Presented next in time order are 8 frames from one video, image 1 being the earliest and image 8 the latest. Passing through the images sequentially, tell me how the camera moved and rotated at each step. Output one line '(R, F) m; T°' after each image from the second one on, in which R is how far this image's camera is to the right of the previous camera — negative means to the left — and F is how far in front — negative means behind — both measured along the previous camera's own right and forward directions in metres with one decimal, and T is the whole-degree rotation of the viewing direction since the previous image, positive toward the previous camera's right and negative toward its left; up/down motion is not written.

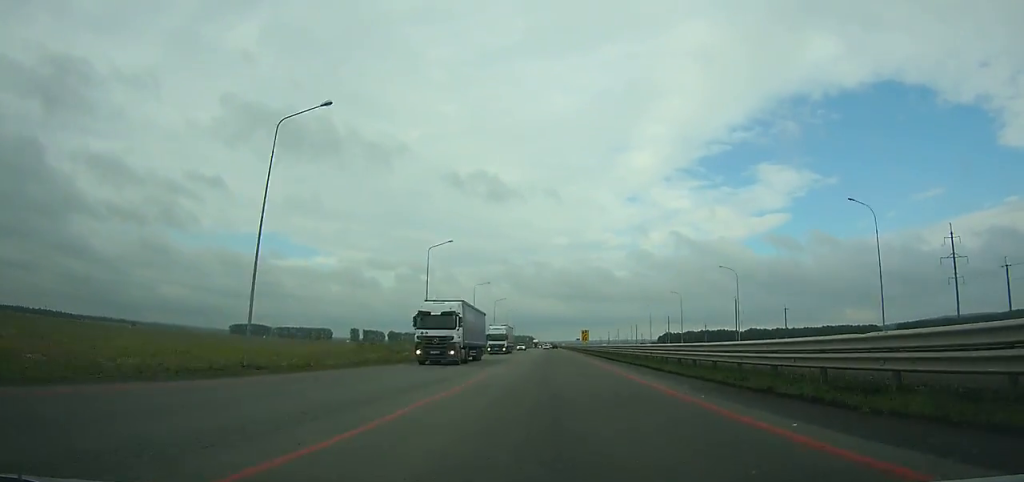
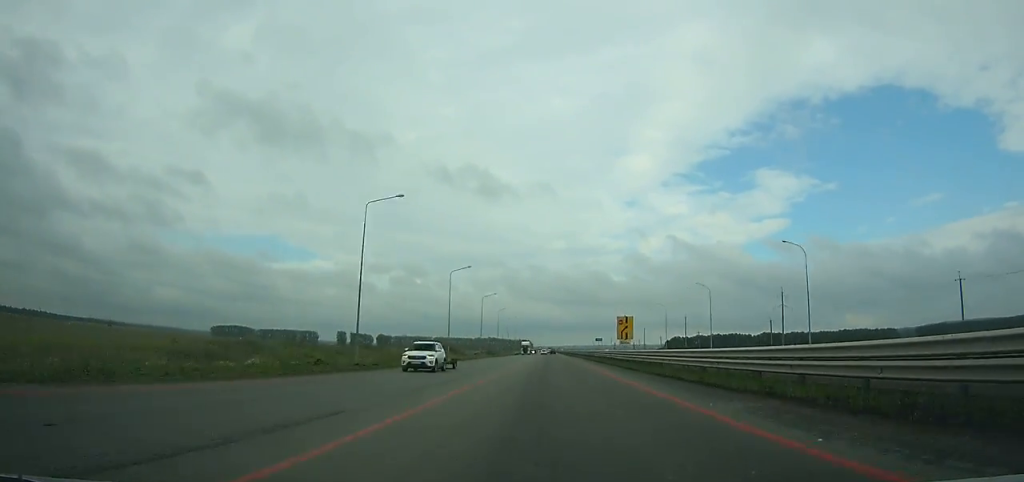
(-0.6, +56.2) m; 0°
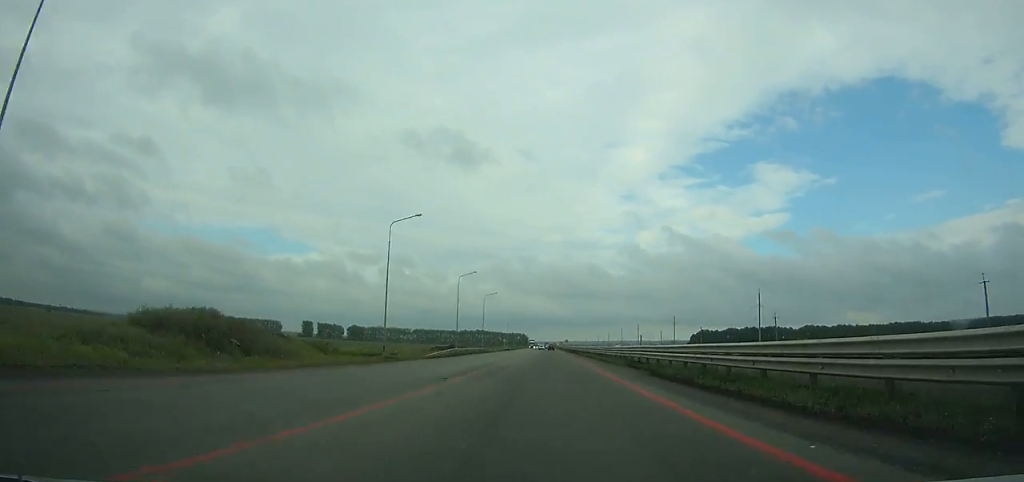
(+1.2, +131.5) m; +1°
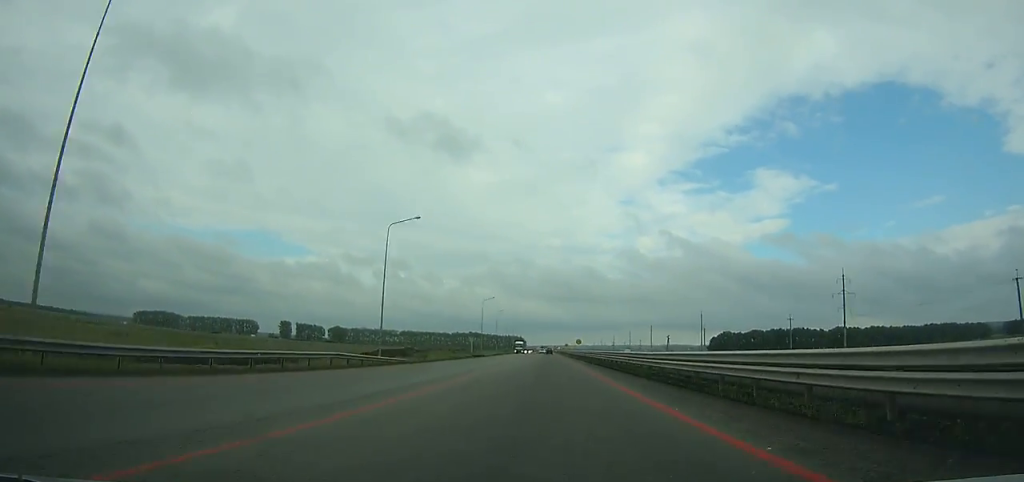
(0.0, +67.9) m; 0°
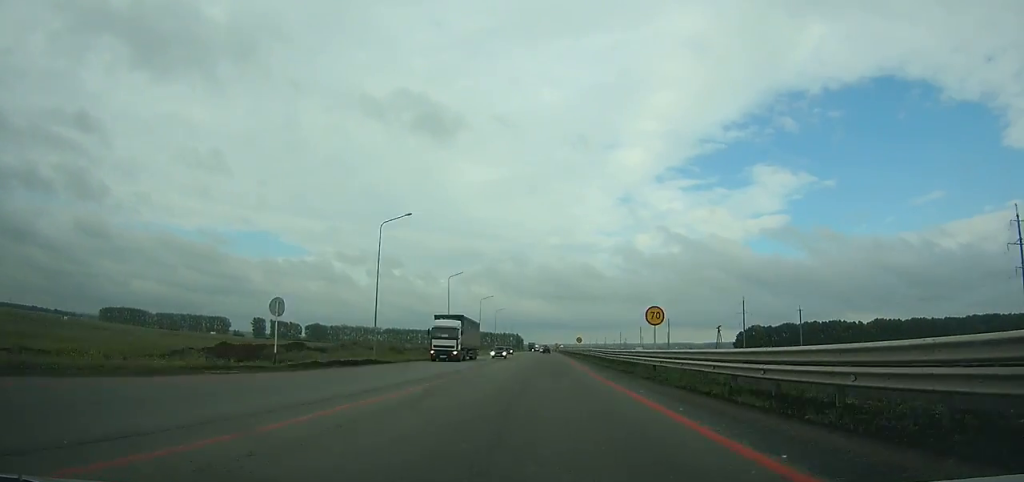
(0.0, +69.8) m; 0°
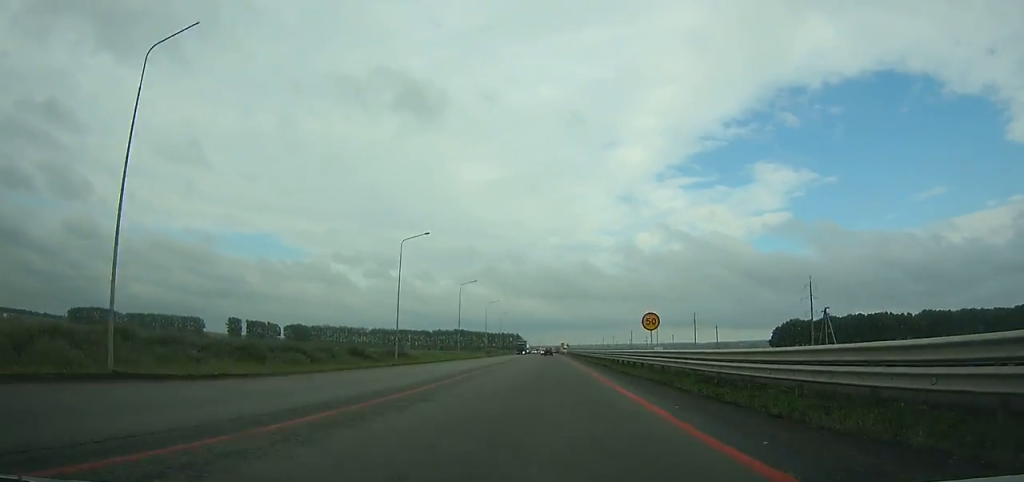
(-0.1, +60.7) m; 0°
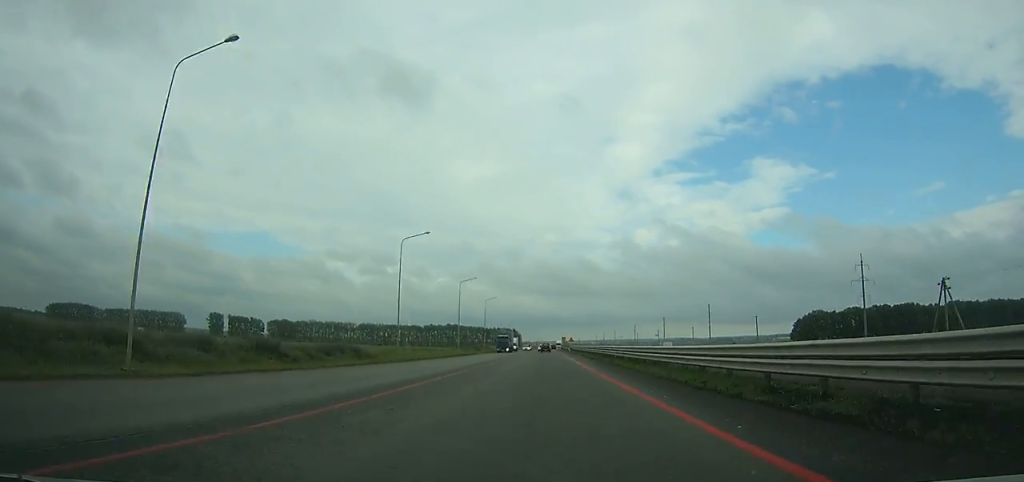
(+0.1, +31.3) m; 0°
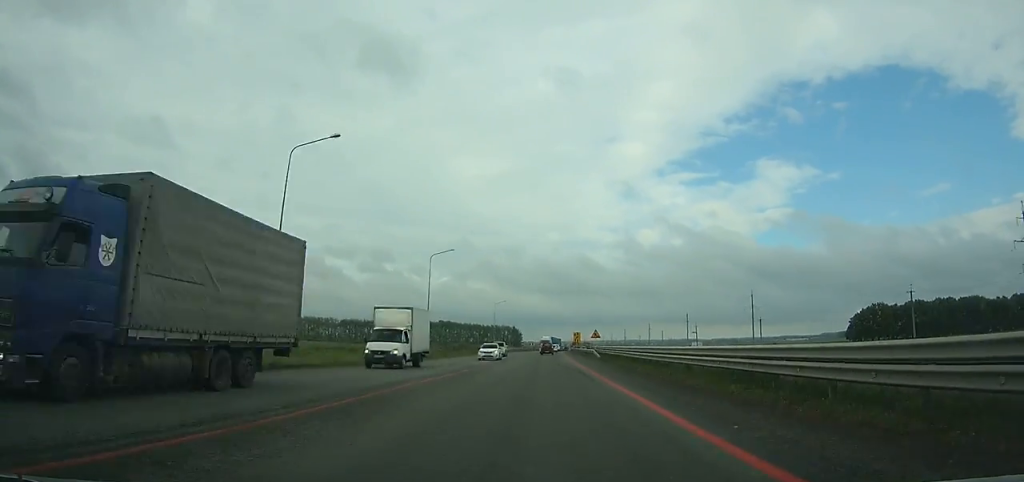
(+0.1, +55.5) m; 0°
